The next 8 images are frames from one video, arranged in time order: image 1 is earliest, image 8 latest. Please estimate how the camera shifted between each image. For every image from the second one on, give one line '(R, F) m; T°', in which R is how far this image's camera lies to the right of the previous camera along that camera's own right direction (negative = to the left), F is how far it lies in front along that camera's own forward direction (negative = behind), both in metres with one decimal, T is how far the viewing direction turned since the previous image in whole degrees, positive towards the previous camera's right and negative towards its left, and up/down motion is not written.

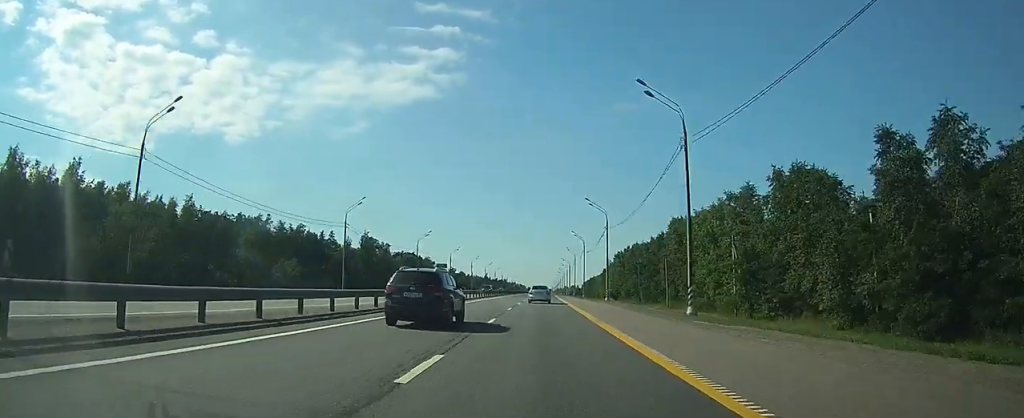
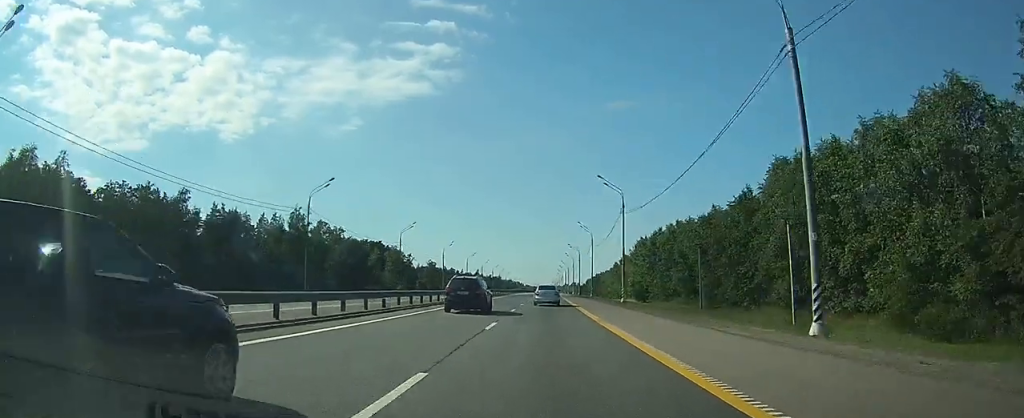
(+0.2, +50.4) m; 0°
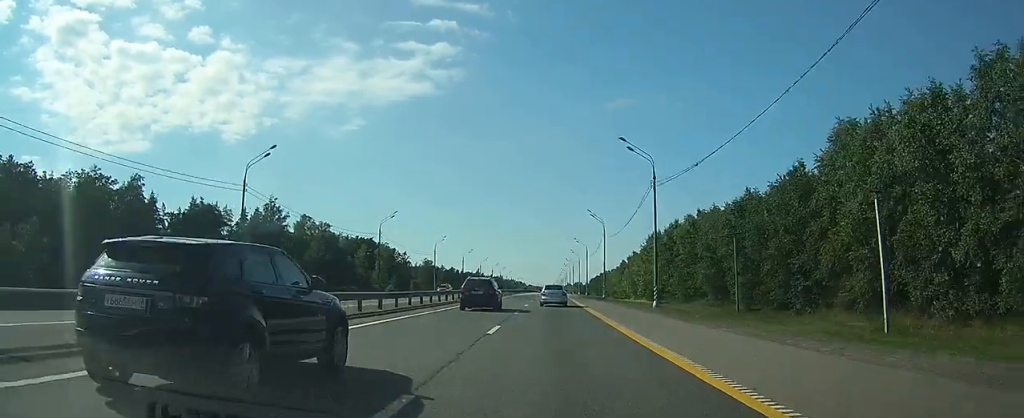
(0.0, +13.6) m; 0°
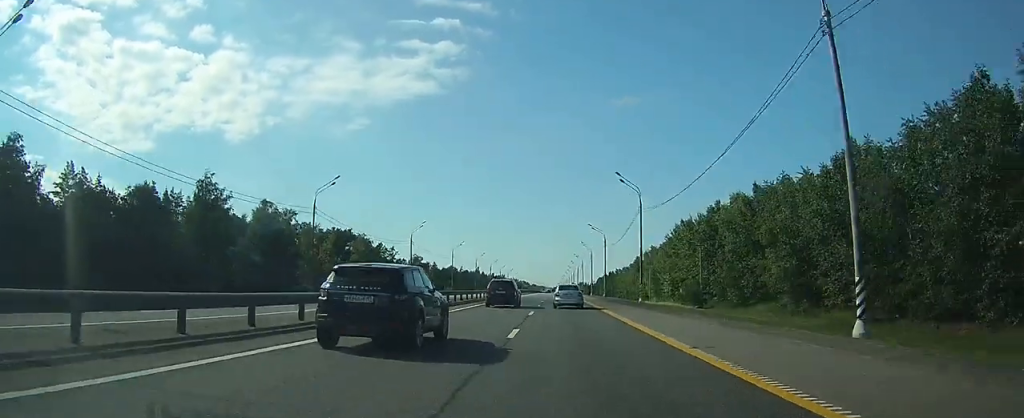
(0.0, +25.2) m; 0°
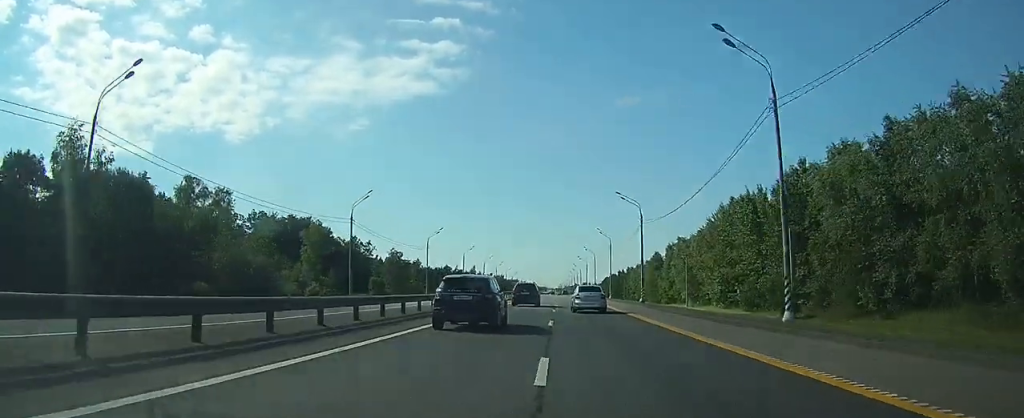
(0.0, +30.5) m; 0°
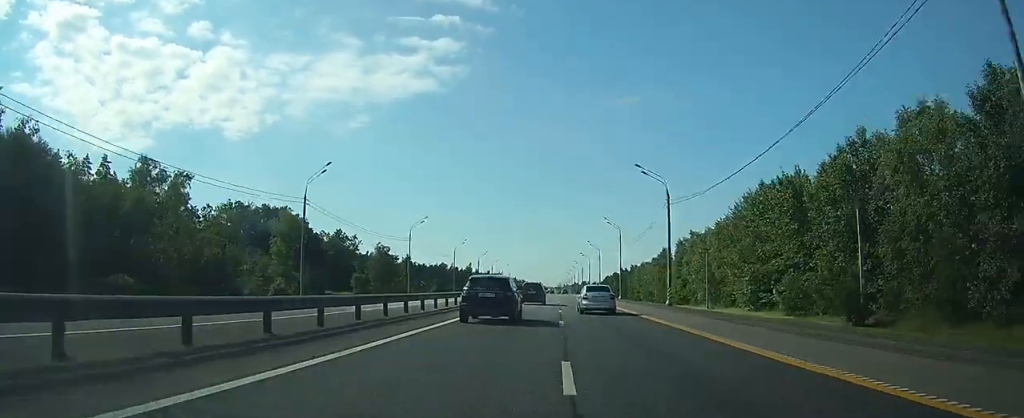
(0.0, +12.7) m; 0°
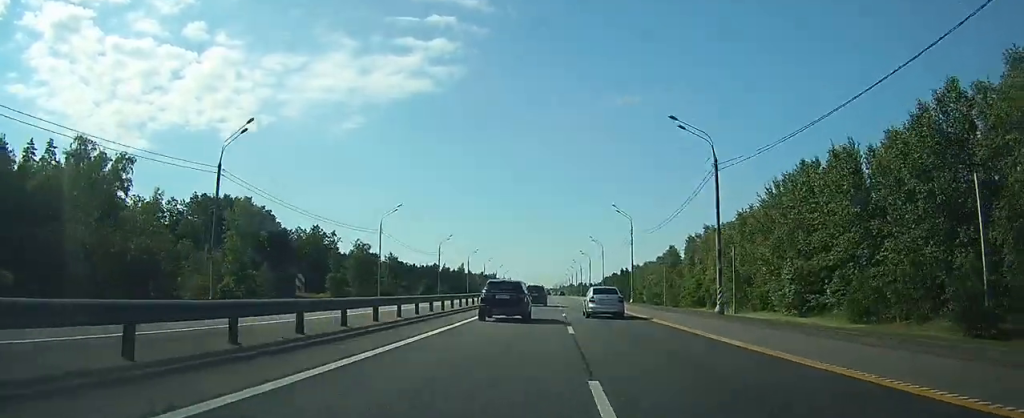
(-0.1, +13.8) m; 0°
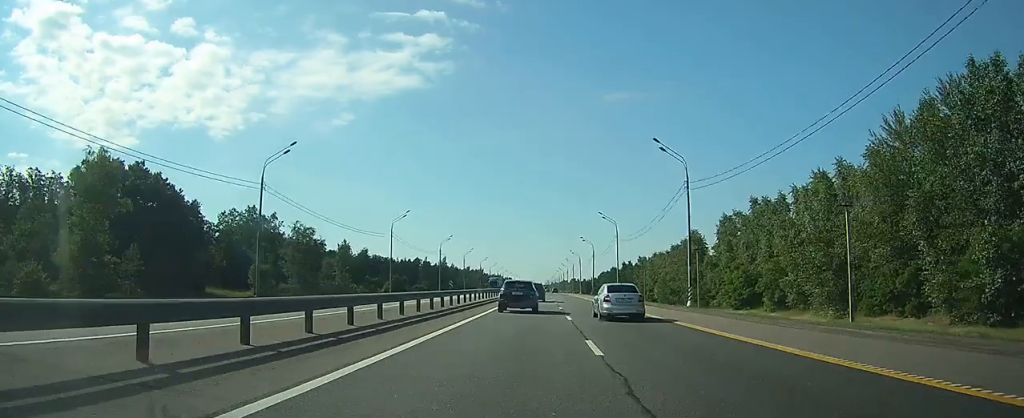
(+0.1, +29.7) m; 0°
